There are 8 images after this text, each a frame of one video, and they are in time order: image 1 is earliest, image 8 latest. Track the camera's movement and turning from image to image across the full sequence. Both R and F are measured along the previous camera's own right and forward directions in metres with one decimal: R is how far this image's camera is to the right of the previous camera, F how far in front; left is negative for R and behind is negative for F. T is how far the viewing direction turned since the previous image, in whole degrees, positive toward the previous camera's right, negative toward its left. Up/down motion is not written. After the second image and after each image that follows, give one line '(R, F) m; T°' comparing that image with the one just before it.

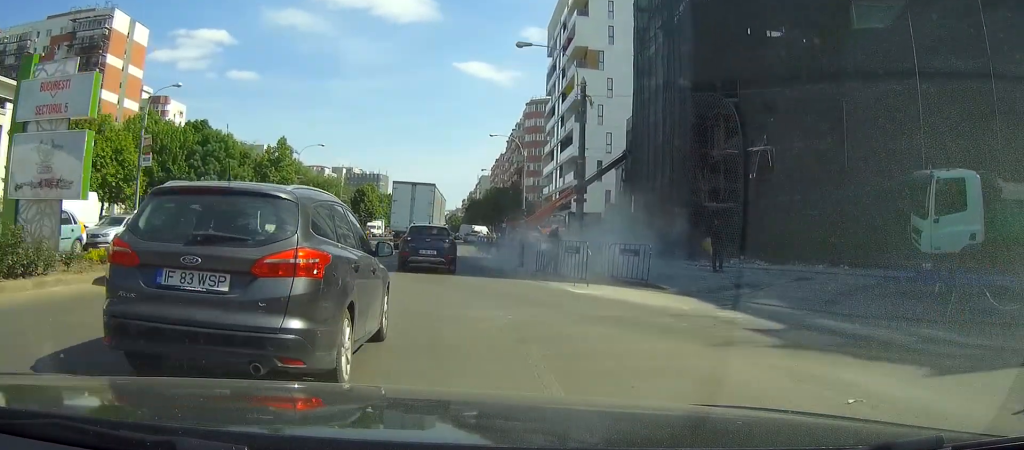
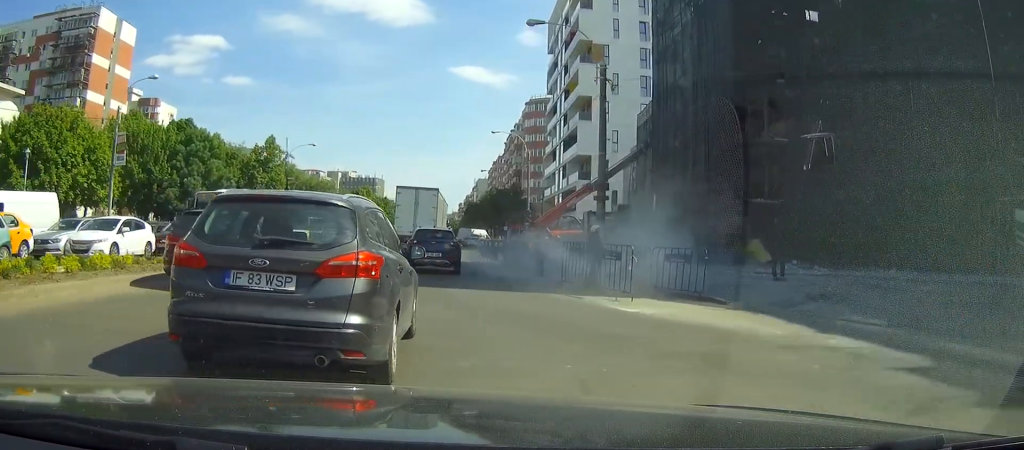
(0.0, +4.2) m; +2°
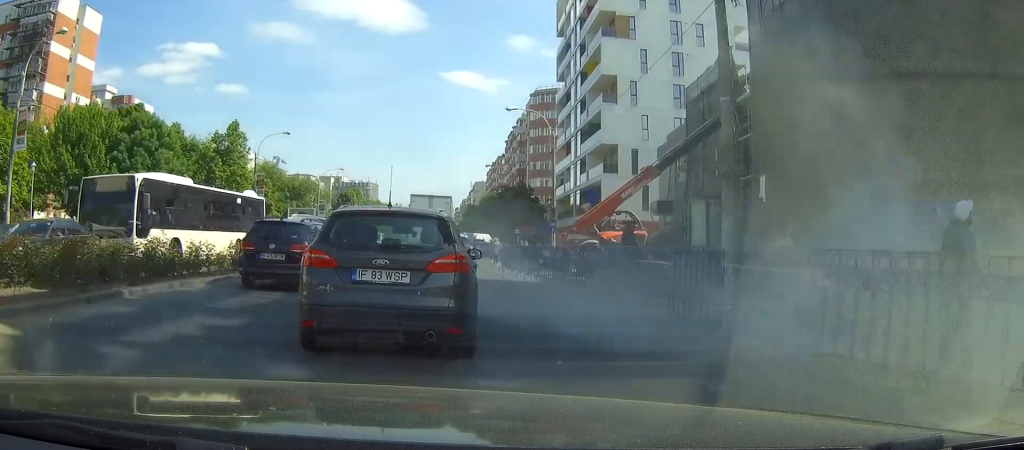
(+0.4, +12.2) m; 0°
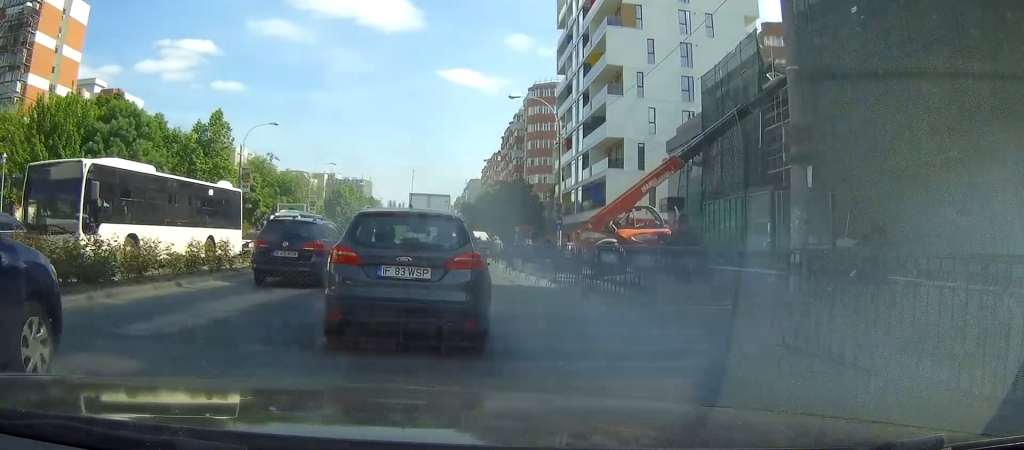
(-0.2, +3.5) m; -2°
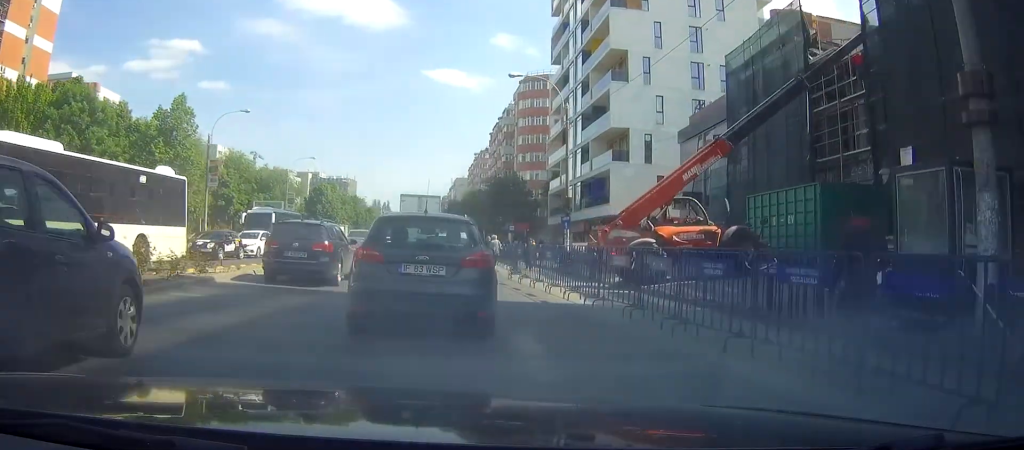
(-0.2, +5.6) m; -2°
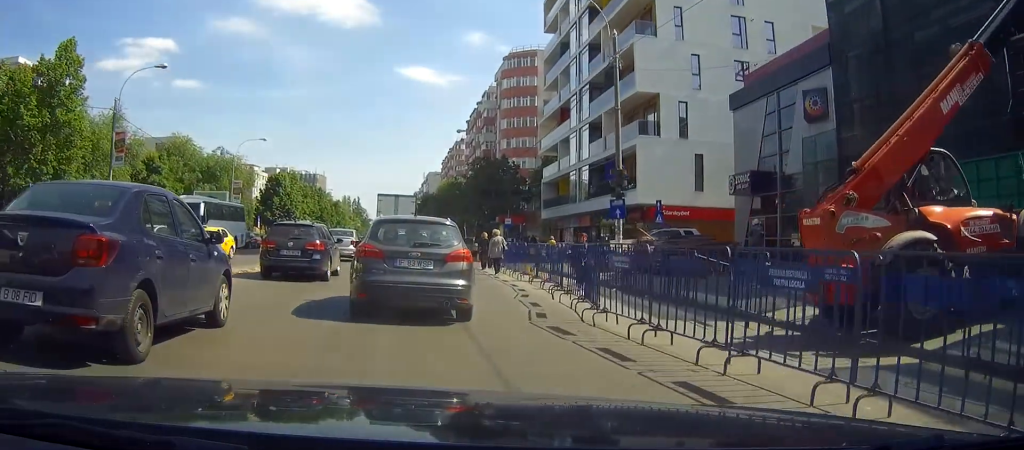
(0.0, +12.9) m; +2°
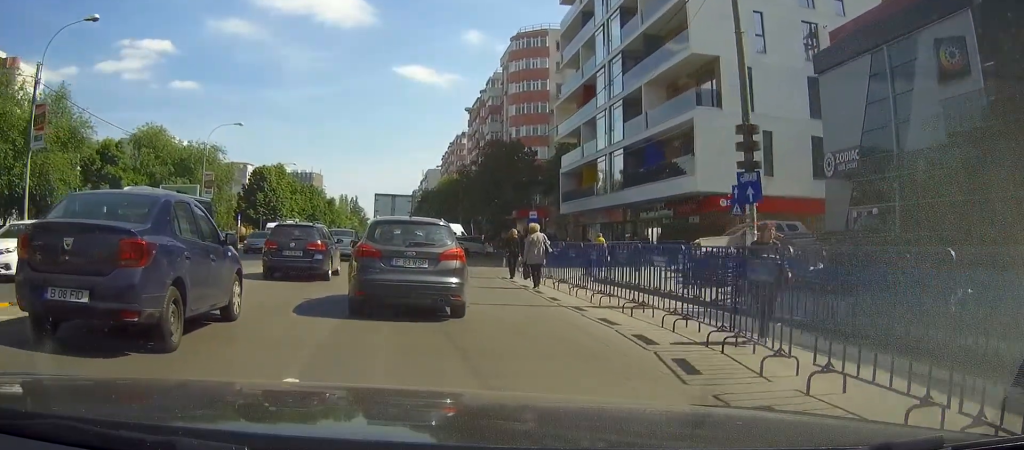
(+0.3, +9.0) m; +1°
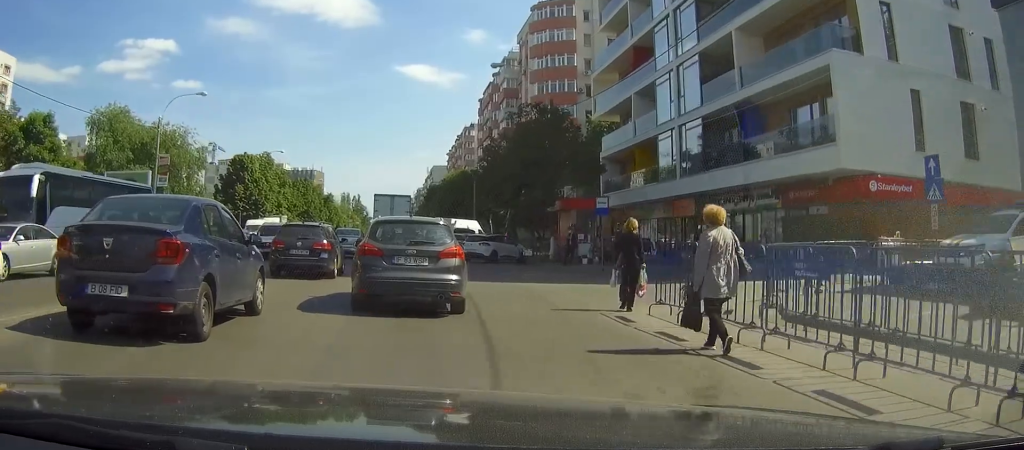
(-0.1, +12.2) m; -1°
